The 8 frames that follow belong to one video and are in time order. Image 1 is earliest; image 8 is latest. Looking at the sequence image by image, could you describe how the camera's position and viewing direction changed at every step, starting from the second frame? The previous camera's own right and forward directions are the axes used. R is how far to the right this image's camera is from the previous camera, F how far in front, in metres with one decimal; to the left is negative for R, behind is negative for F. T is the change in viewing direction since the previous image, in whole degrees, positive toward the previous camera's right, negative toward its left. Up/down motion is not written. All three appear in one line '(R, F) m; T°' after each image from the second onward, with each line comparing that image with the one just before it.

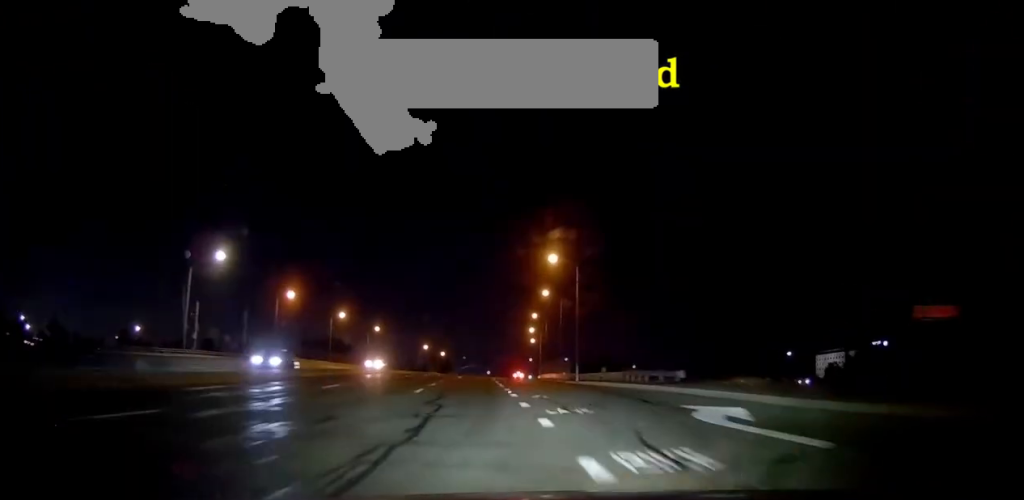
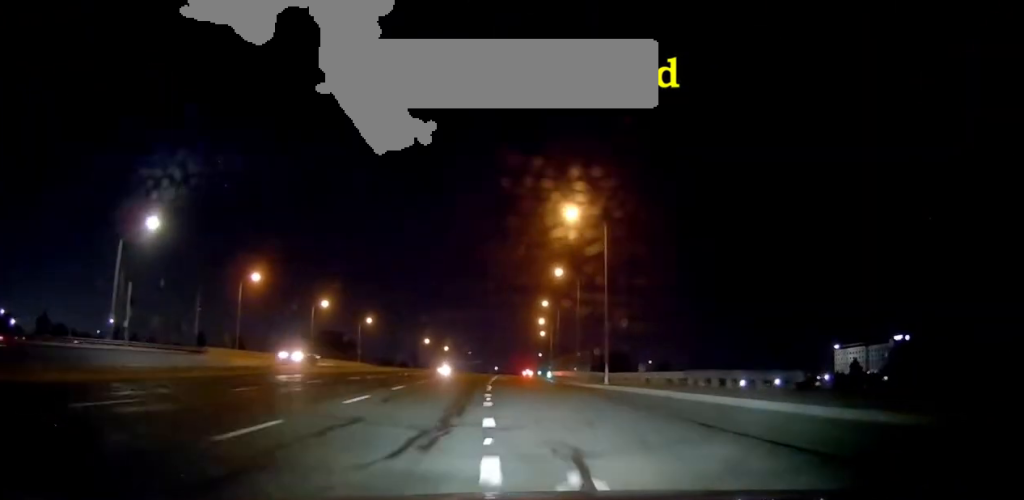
(+0.1, +14.5) m; -1°
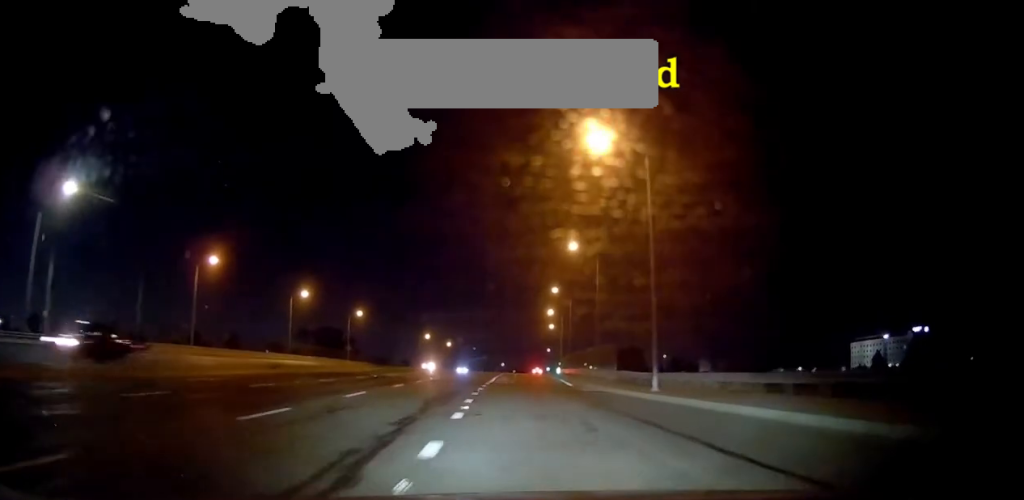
(-0.3, +11.9) m; -1°
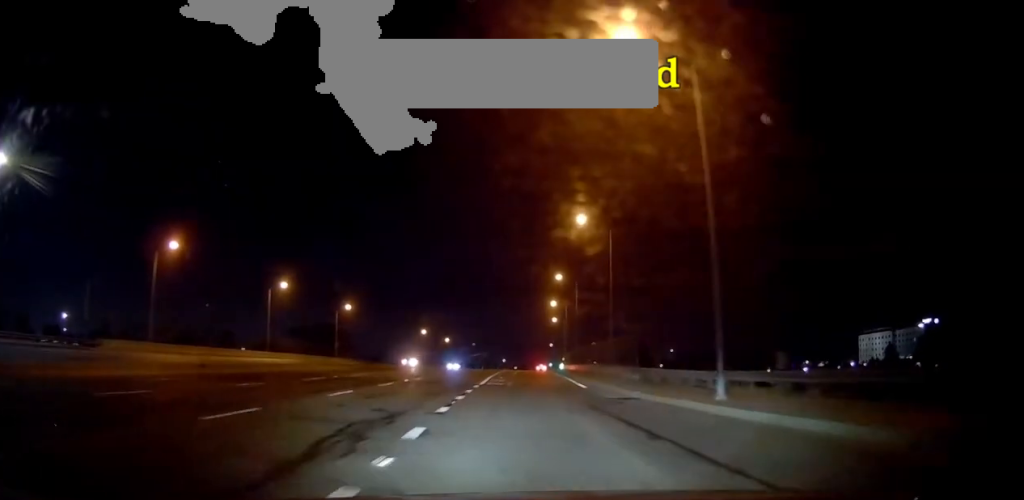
(0.0, +7.8) m; +1°
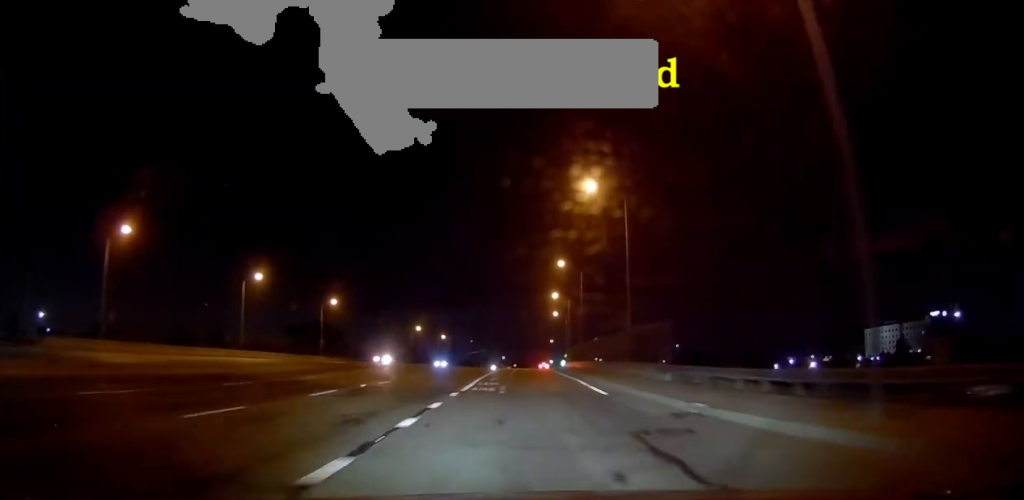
(0.0, +7.3) m; 0°
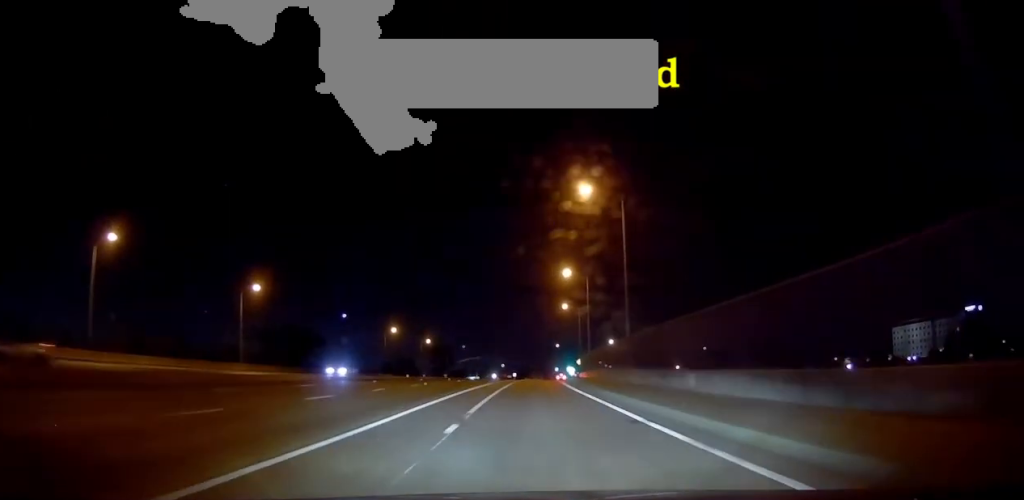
(-0.2, +28.0) m; -2°
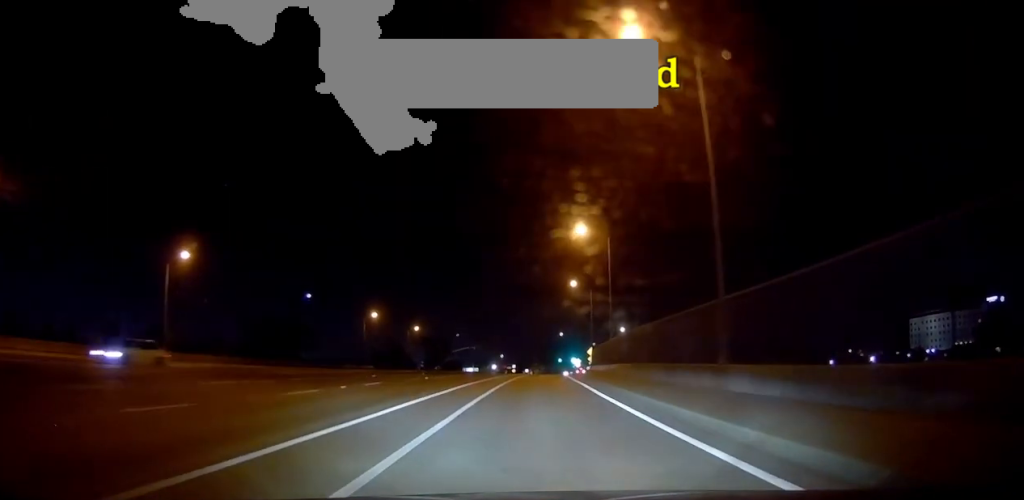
(-0.2, +16.5) m; -2°
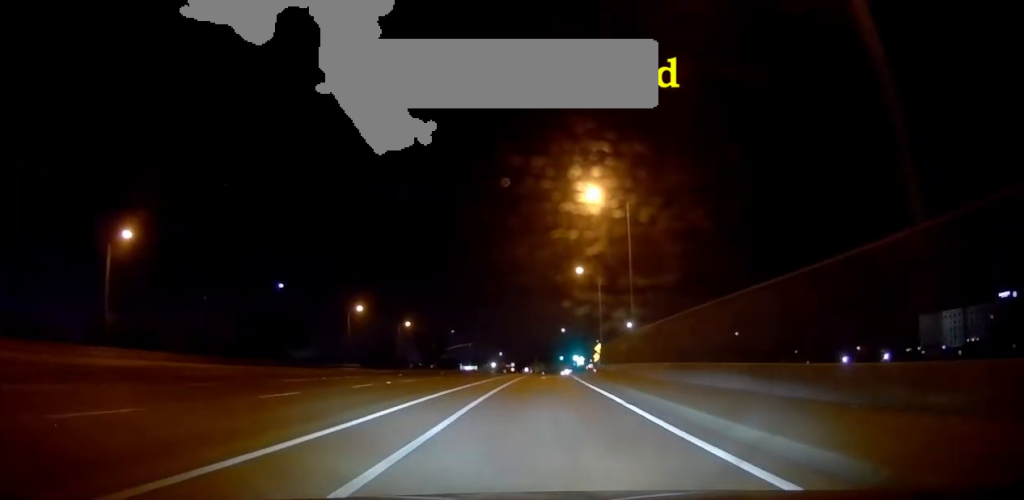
(-0.4, +9.6) m; 0°
